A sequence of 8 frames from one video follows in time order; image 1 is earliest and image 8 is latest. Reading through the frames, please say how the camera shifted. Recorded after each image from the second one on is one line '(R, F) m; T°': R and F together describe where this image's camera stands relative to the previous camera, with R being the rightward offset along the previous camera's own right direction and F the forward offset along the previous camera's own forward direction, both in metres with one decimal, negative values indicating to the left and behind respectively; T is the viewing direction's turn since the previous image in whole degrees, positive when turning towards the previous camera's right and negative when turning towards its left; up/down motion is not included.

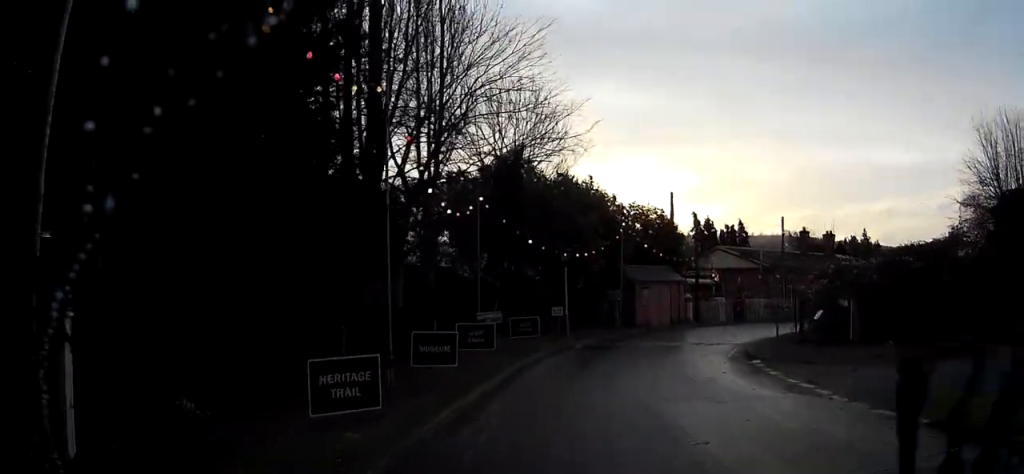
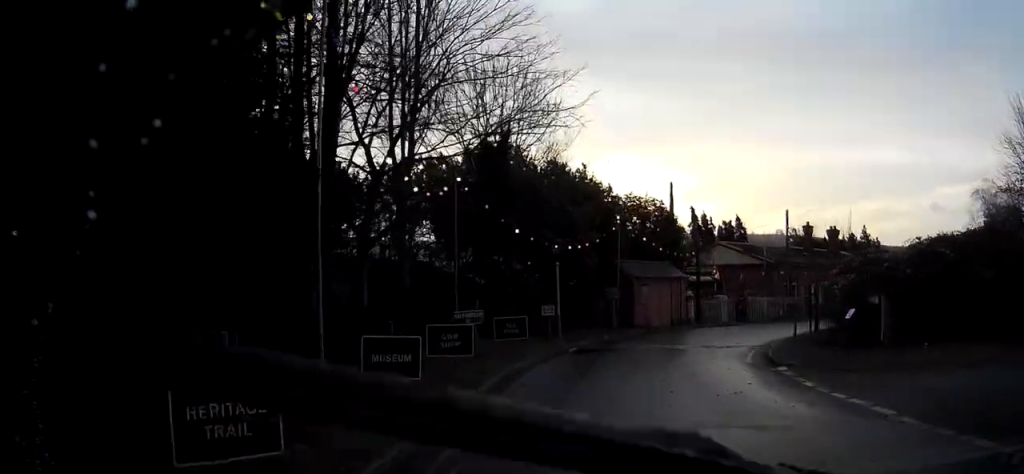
(-0.1, +2.5) m; -1°
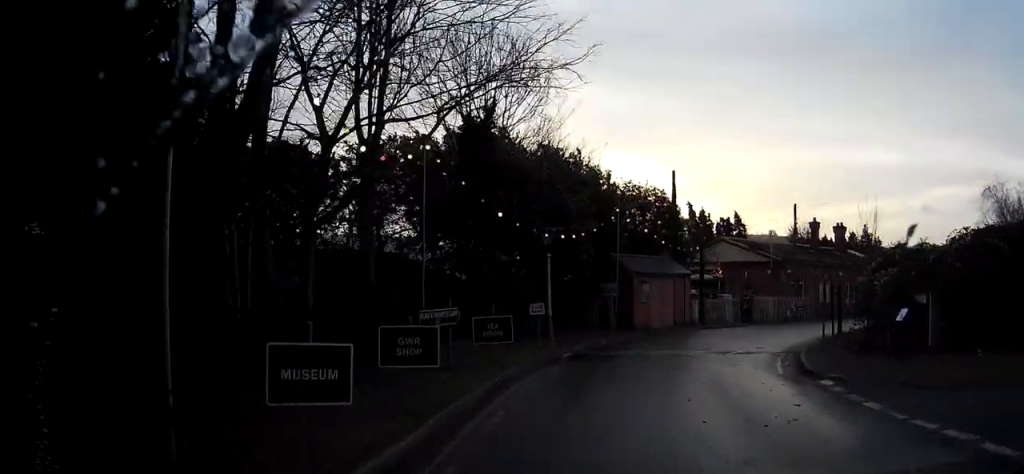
(0.0, +2.9) m; 0°
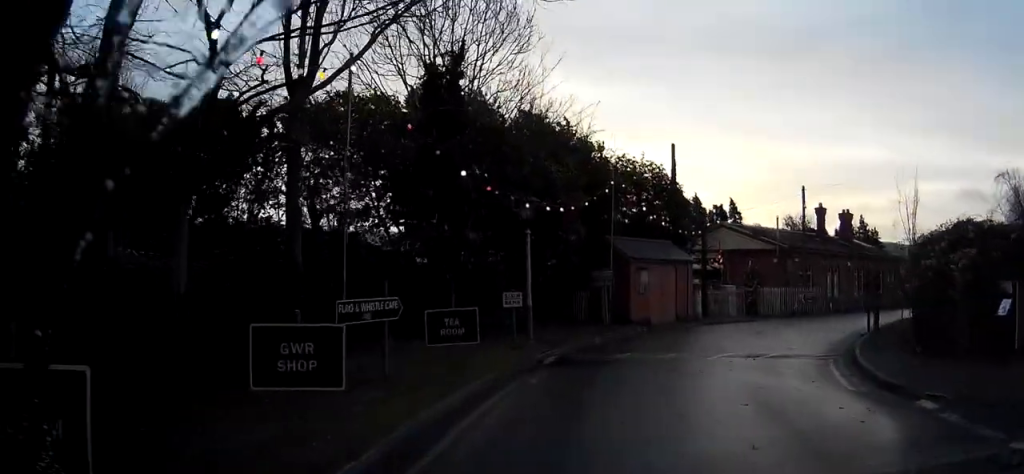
(0.0, +4.1) m; +5°
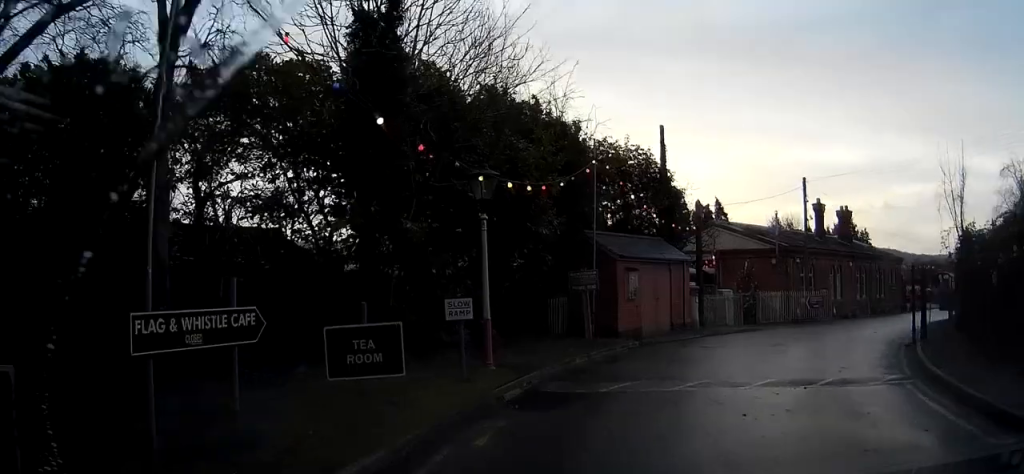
(+0.4, +3.9) m; +5°
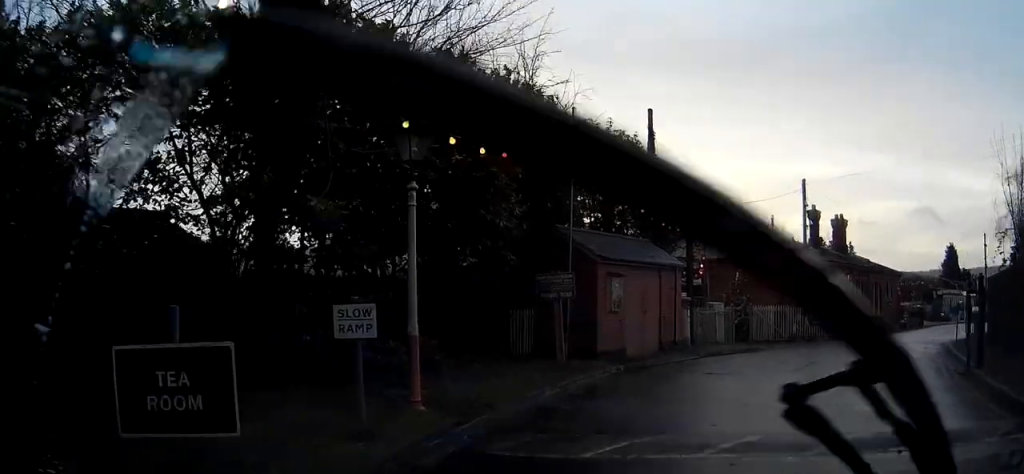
(0.0, +3.7) m; +1°
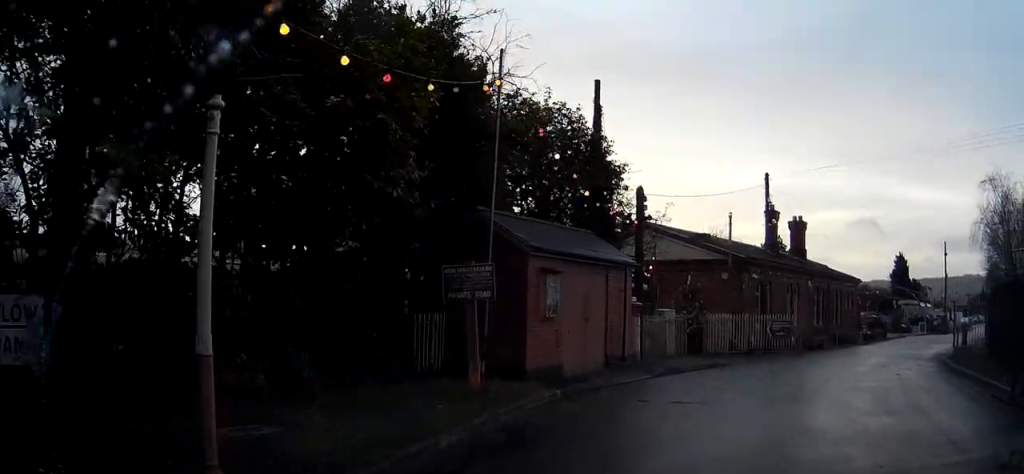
(+0.1, +3.6) m; +3°
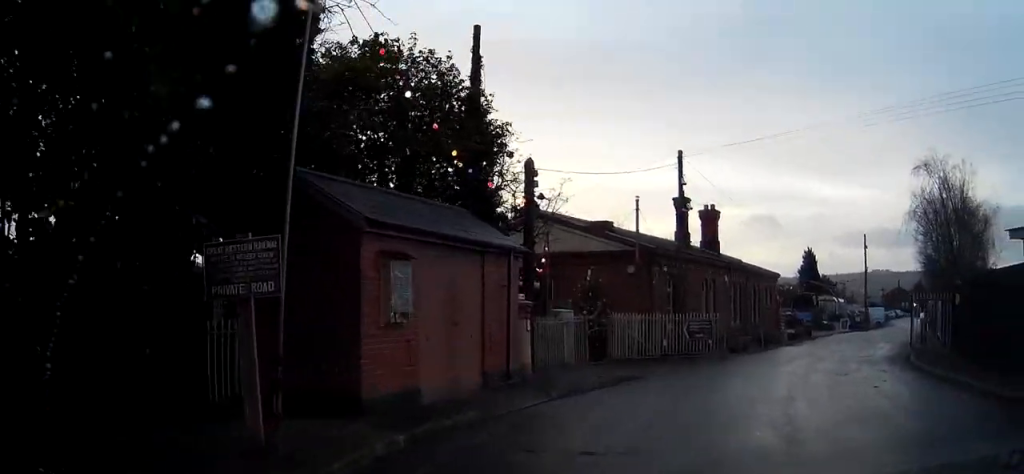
(+0.3, +4.0) m; +10°
